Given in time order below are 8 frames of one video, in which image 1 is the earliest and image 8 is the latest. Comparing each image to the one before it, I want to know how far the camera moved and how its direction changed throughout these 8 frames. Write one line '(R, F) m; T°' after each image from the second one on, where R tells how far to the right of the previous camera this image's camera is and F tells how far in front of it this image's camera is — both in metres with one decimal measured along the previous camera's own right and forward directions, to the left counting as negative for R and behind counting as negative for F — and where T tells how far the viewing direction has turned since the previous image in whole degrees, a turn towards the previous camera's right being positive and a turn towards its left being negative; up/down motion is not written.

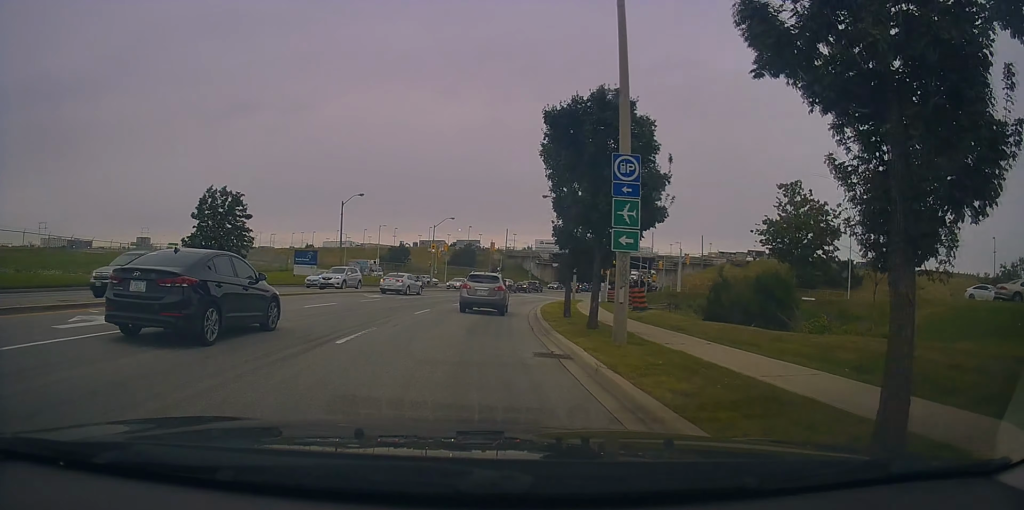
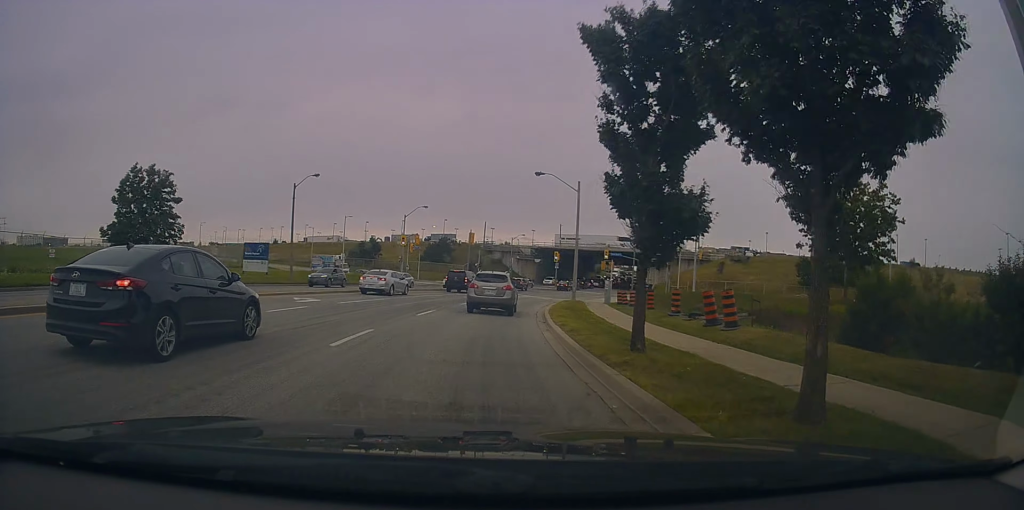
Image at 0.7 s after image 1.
(+0.2, +9.9) m; +2°
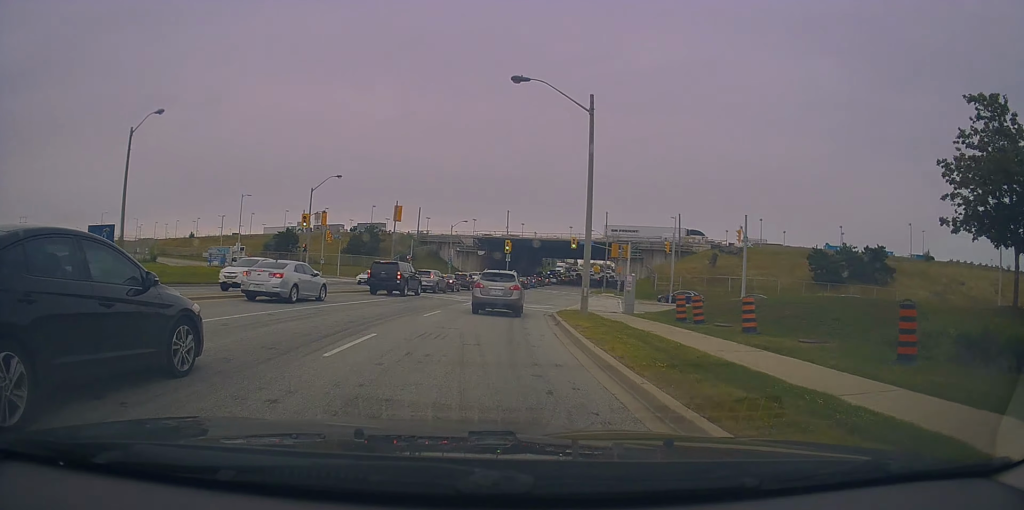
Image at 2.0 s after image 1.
(+0.3, +19.6) m; +5°
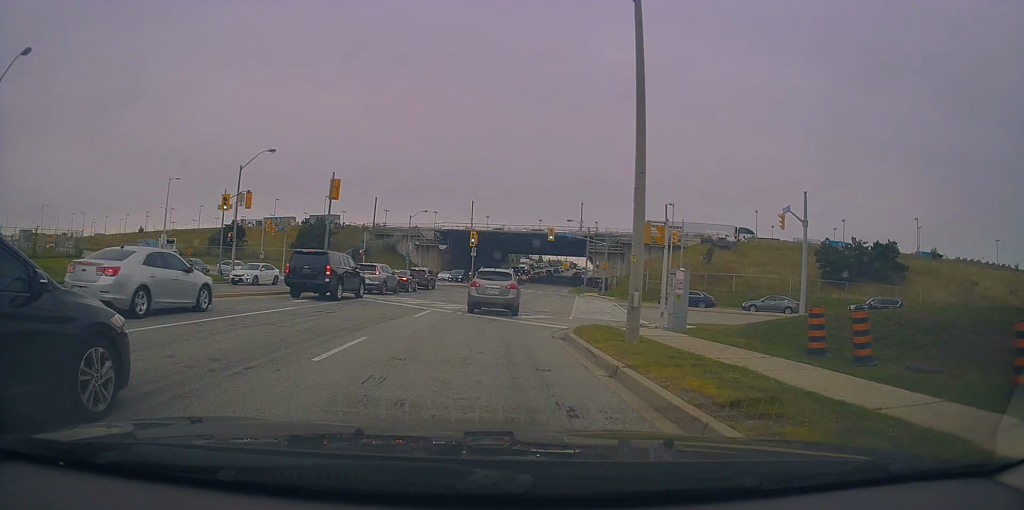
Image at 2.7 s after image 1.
(0.0, +10.1) m; +5°
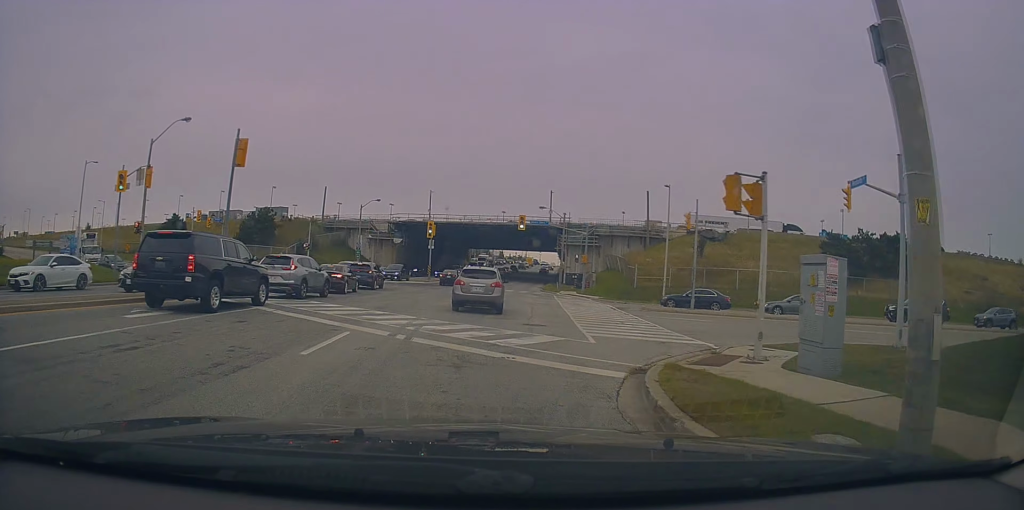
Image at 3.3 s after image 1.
(+1.1, +8.9) m; +5°
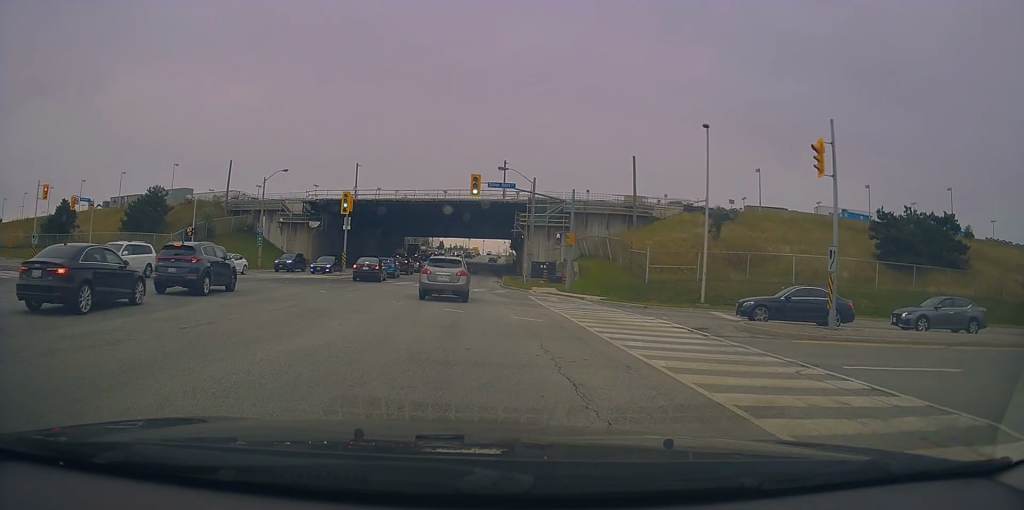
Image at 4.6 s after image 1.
(+0.3, +17.3) m; +5°
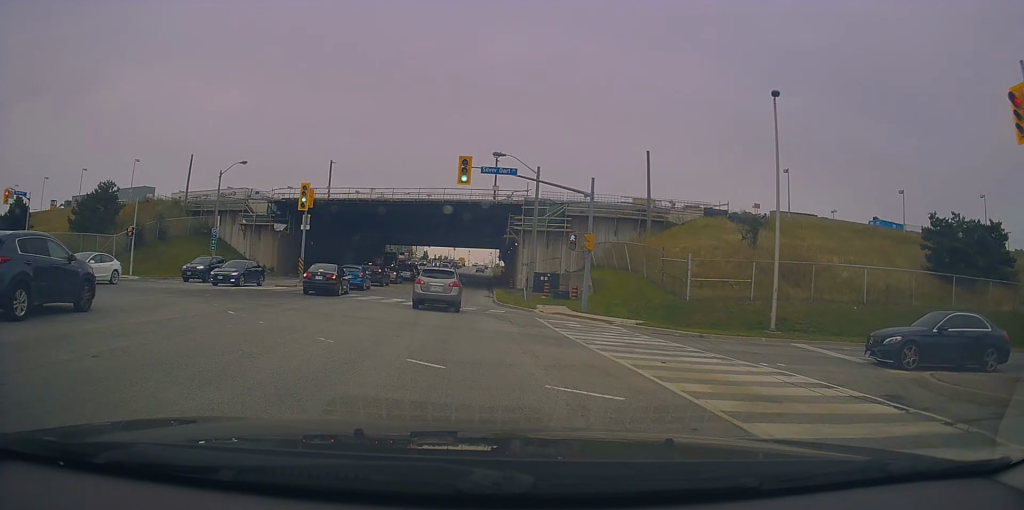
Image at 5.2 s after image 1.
(+0.6, +8.3) m; +1°
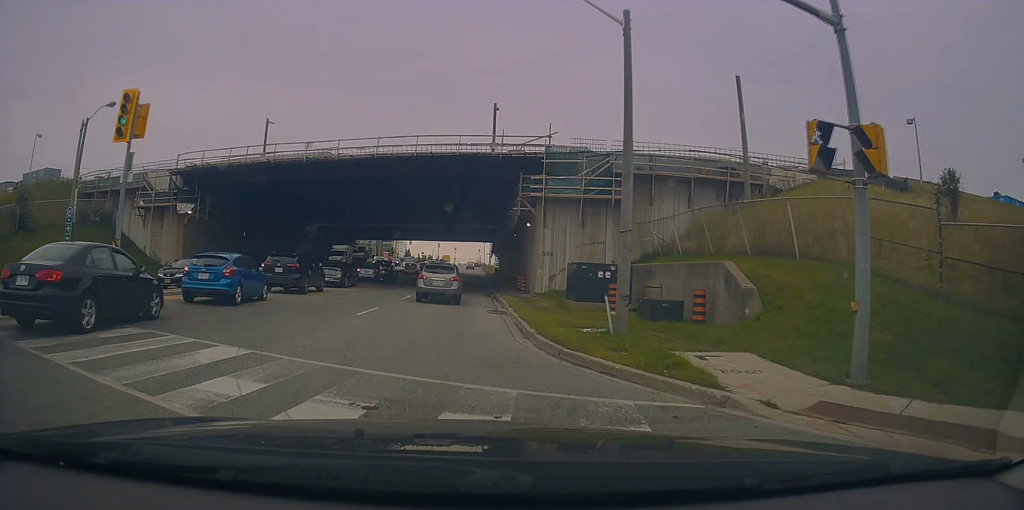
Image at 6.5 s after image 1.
(-0.1, +19.2) m; +2°
